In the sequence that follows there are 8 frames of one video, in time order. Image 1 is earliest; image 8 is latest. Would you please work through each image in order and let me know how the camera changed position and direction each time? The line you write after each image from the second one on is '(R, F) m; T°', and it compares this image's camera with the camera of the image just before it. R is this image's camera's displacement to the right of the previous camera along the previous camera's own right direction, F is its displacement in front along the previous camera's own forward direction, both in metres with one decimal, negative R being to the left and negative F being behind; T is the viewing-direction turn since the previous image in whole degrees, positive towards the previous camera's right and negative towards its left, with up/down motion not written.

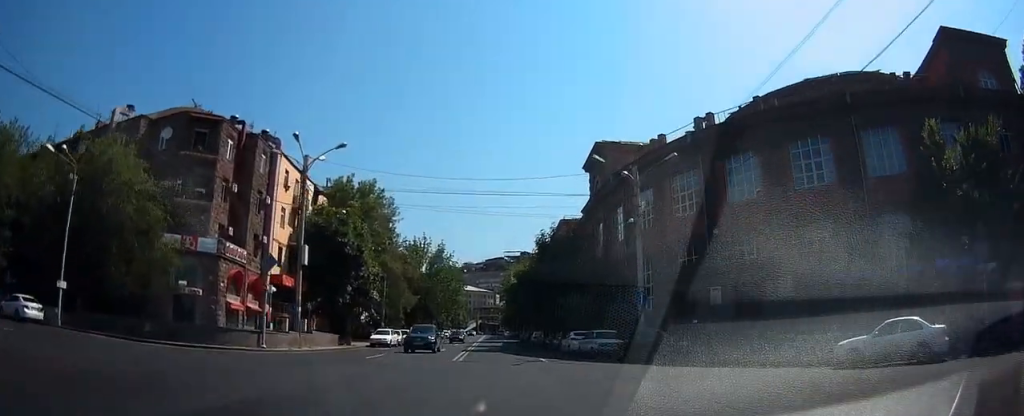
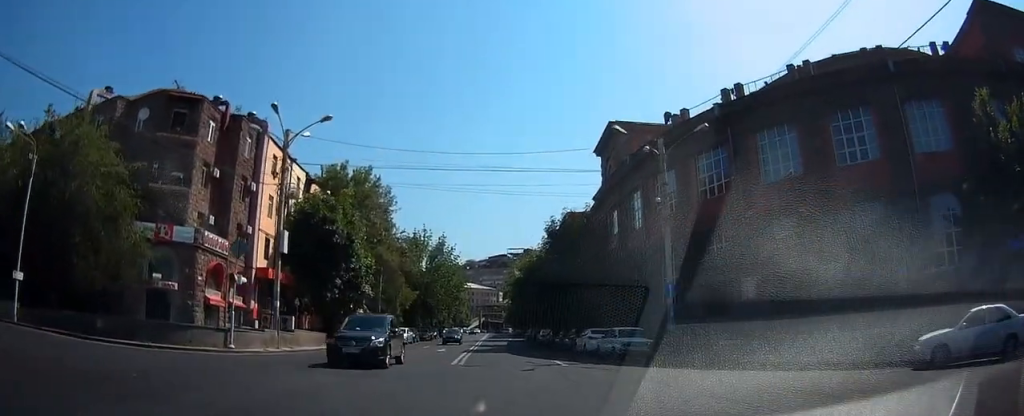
(-0.1, +5.8) m; -2°
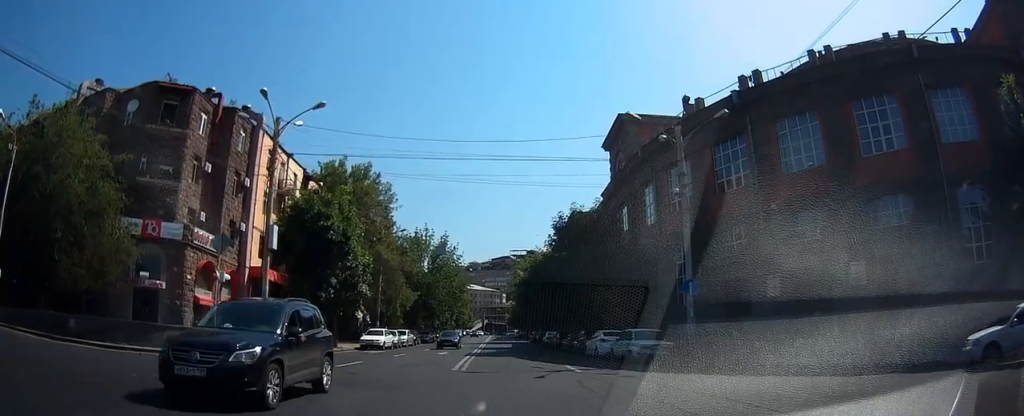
(-0.1, +3.0) m; 0°
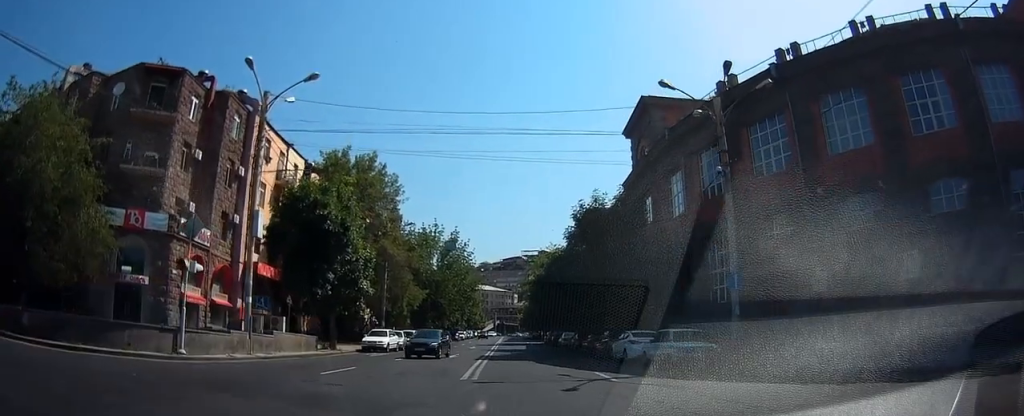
(+0.1, +5.5) m; -5°
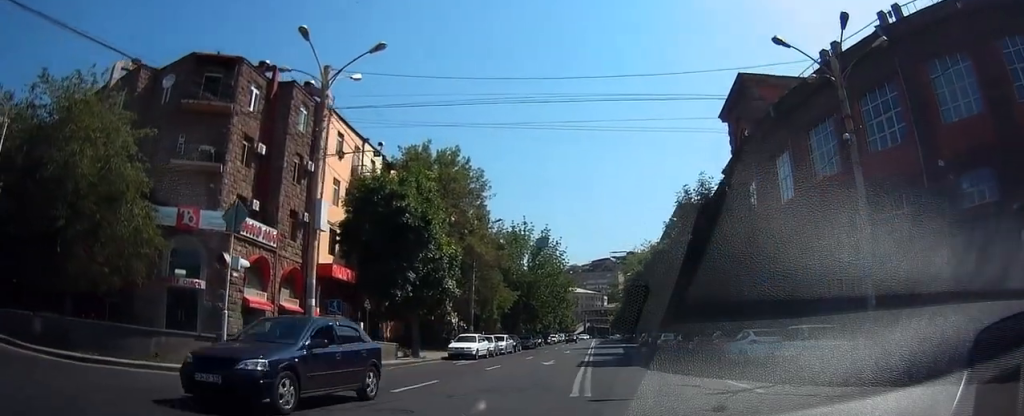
(-0.6, +4.9) m; +2°
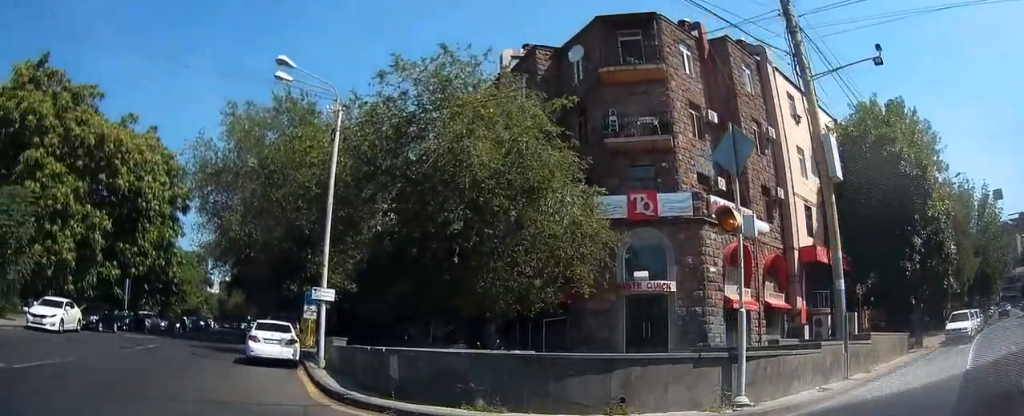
(-1.8, +5.4) m; -61°
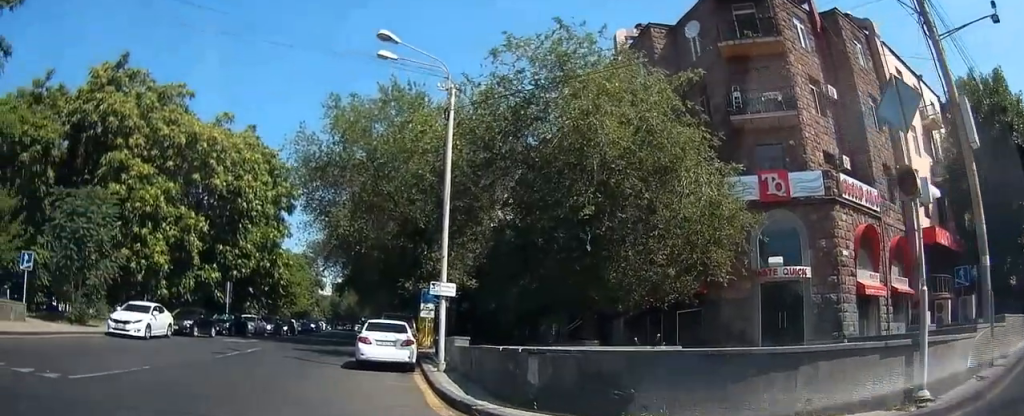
(-0.5, +2.9) m; -4°
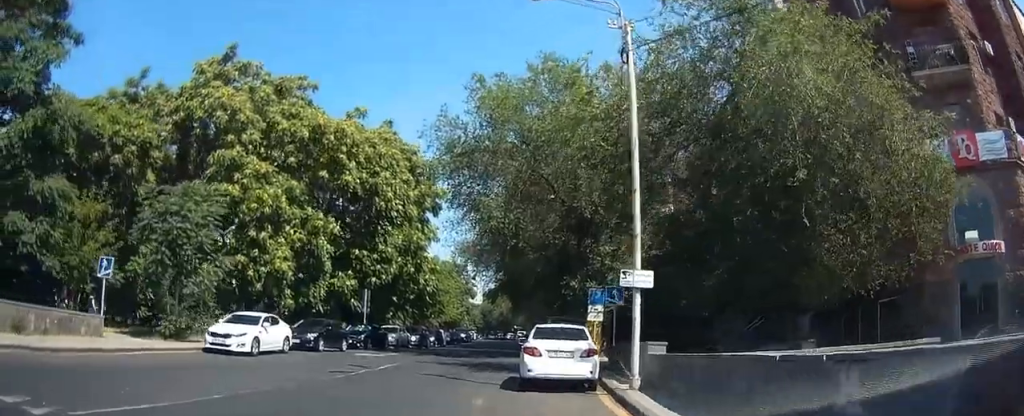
(-0.5, +5.3) m; -5°
